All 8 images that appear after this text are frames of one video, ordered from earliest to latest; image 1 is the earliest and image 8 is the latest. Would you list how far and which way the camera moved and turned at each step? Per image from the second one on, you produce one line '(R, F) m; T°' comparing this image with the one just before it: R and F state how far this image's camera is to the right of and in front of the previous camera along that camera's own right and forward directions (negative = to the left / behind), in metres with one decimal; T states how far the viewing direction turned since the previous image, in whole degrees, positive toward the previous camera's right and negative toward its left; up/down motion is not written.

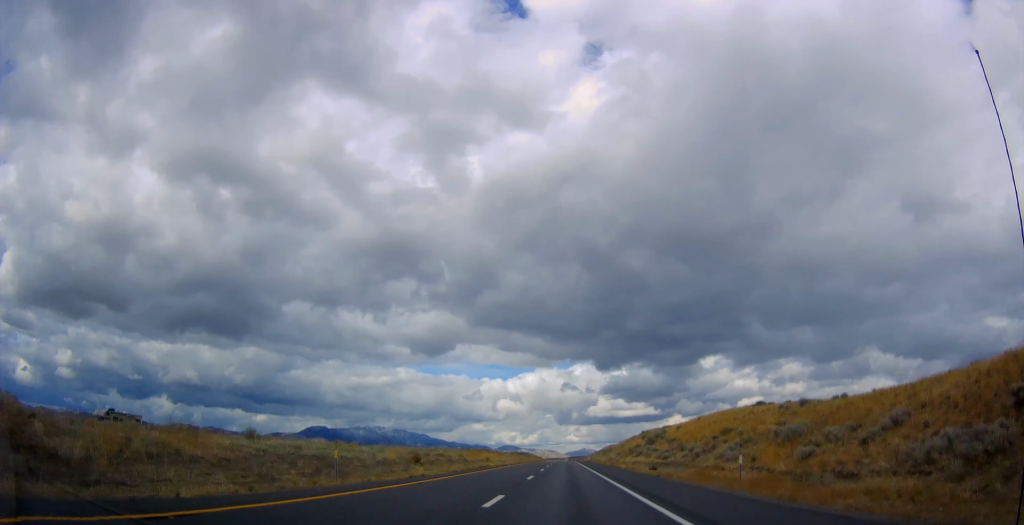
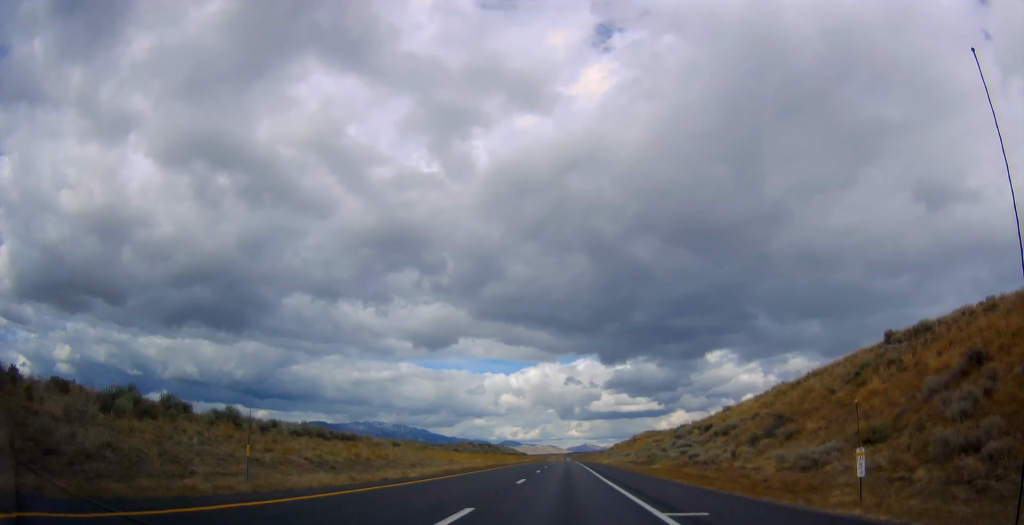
(+0.2, +153.7) m; 0°
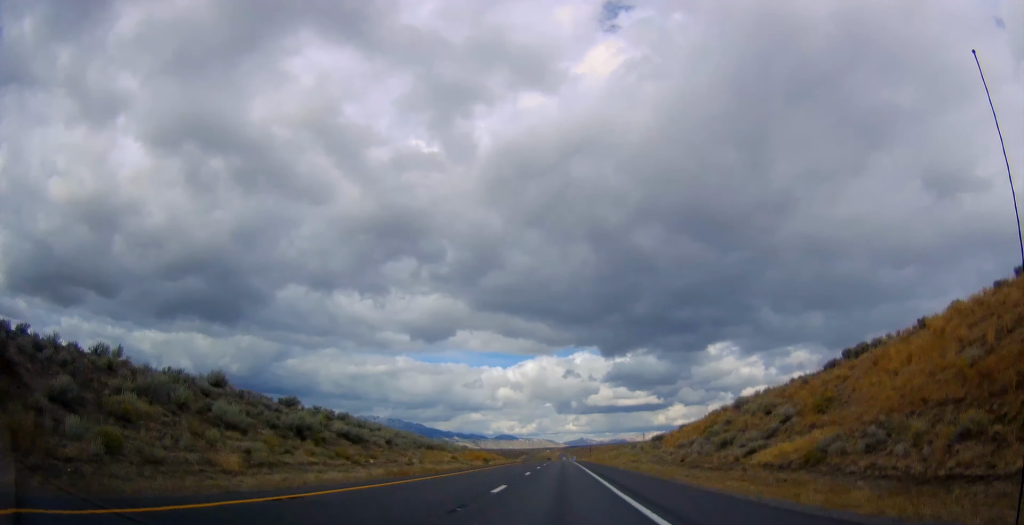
(-0.5, +183.4) m; 0°
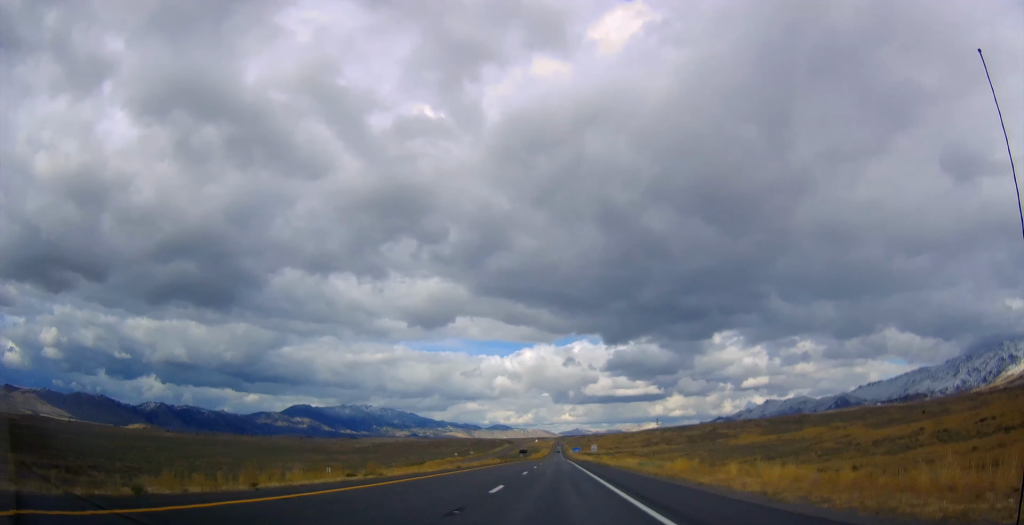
(+0.9, +379.0) m; 0°
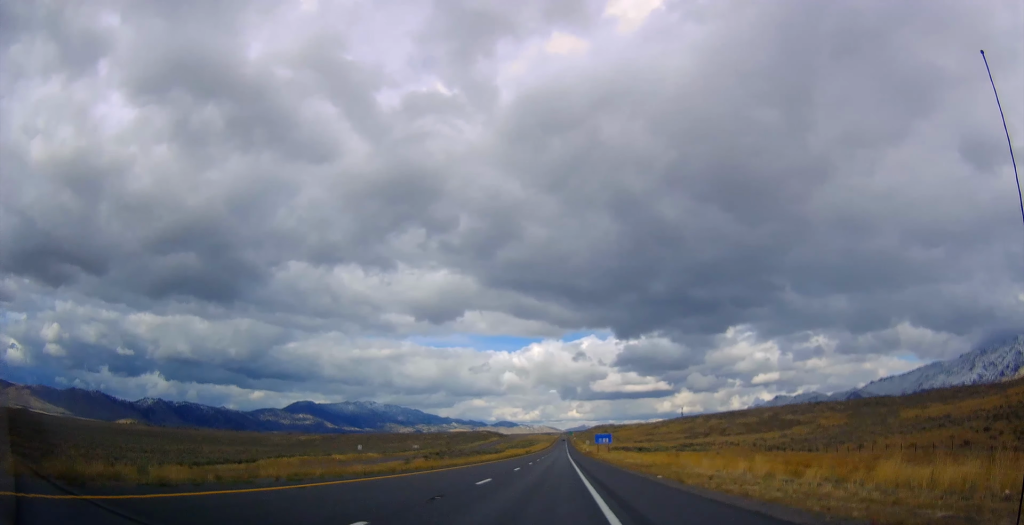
(-0.8, +225.8) m; 0°
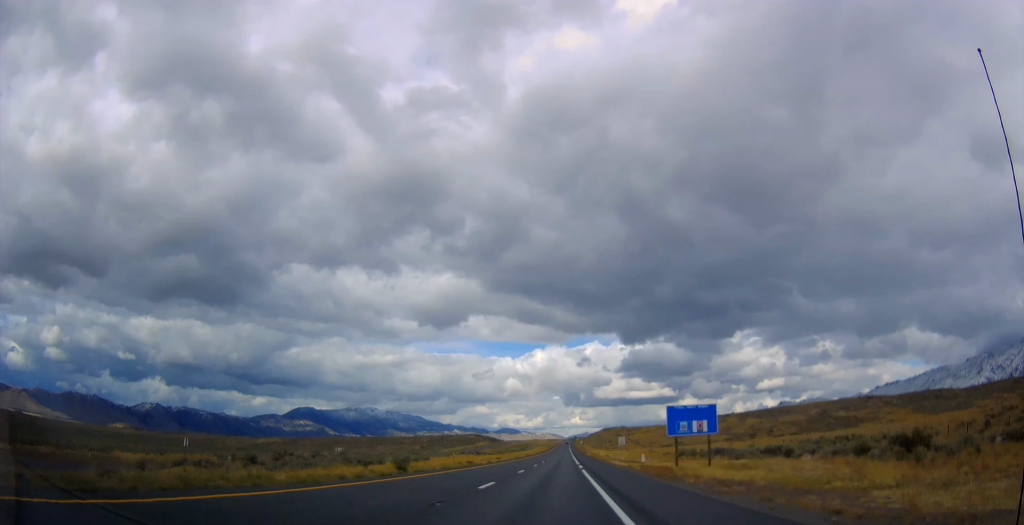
(+0.3, +68.2) m; 0°
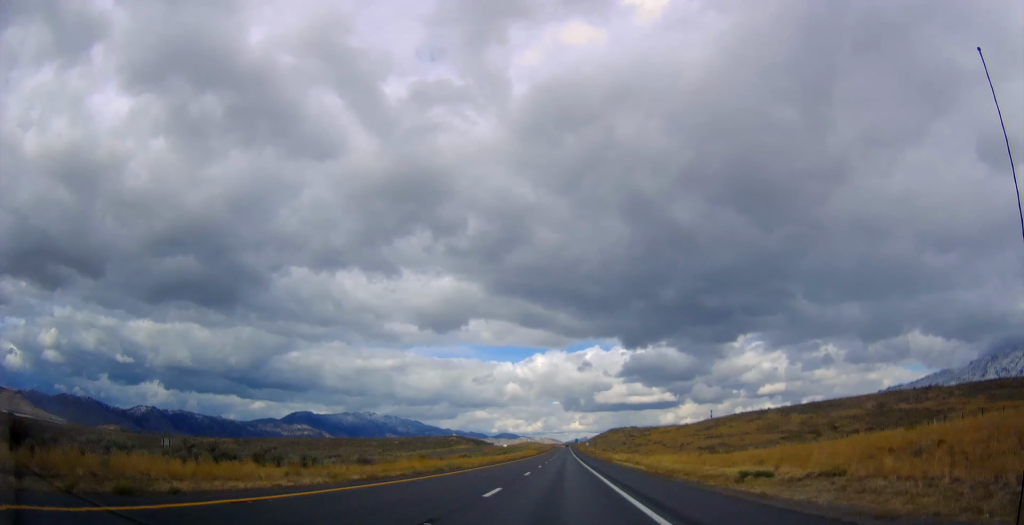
(0.0, +67.2) m; 0°
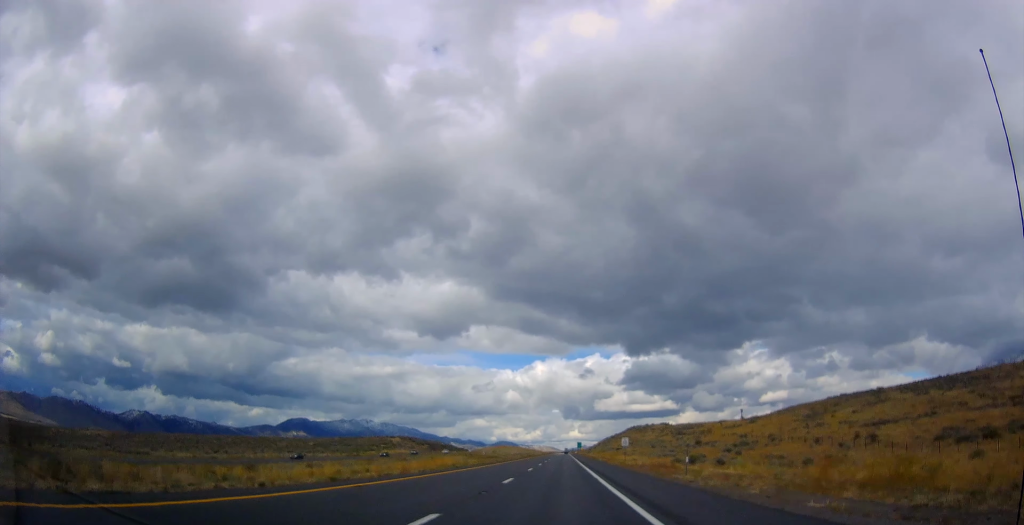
(-0.2, +124.4) m; 0°
